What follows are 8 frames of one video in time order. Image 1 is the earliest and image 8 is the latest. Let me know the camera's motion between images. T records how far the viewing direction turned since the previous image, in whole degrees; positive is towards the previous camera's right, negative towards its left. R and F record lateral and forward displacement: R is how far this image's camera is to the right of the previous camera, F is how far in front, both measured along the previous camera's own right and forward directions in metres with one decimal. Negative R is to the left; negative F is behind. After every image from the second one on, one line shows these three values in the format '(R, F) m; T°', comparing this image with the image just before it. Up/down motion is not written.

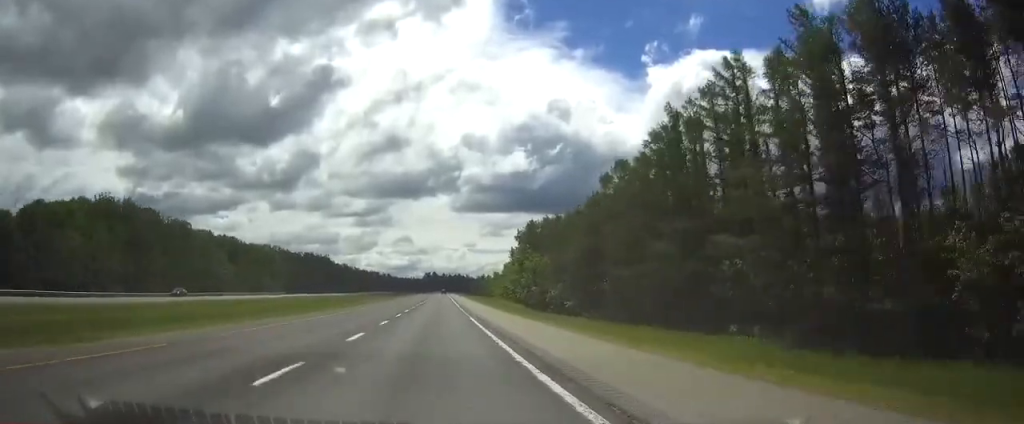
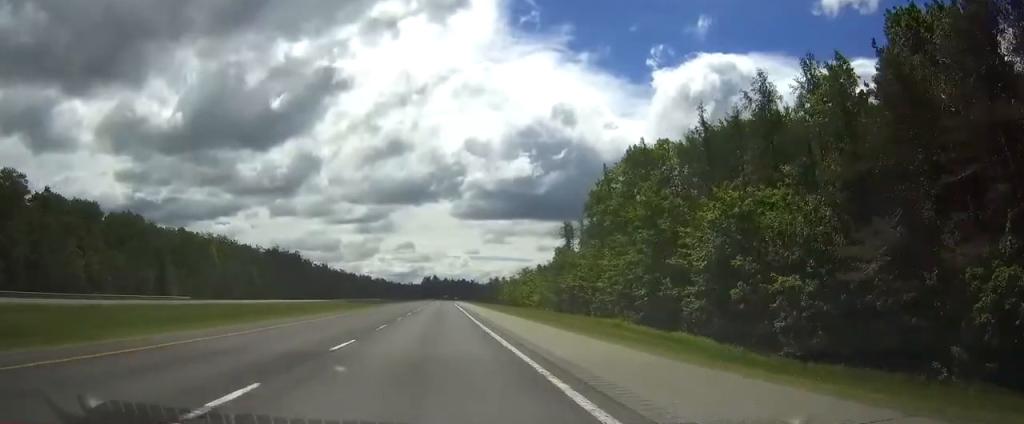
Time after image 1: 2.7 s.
(+0.1, +83.2) m; 0°
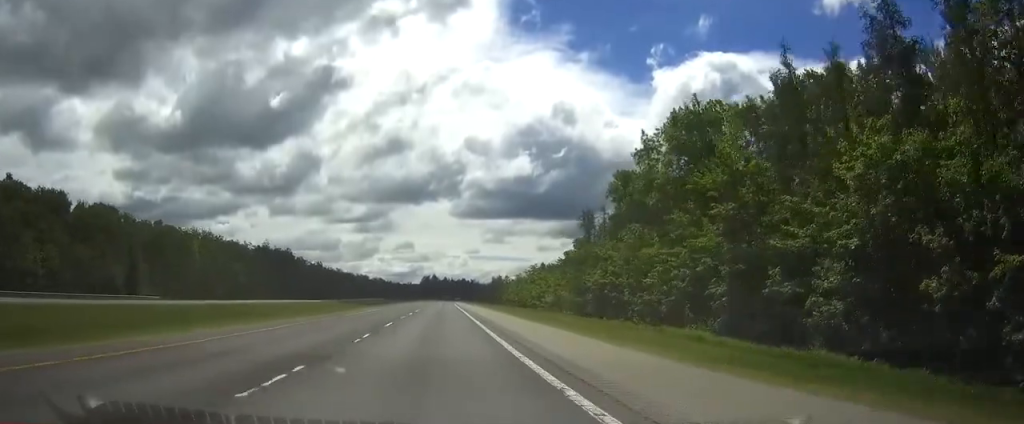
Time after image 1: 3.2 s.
(0.0, +15.2) m; 0°
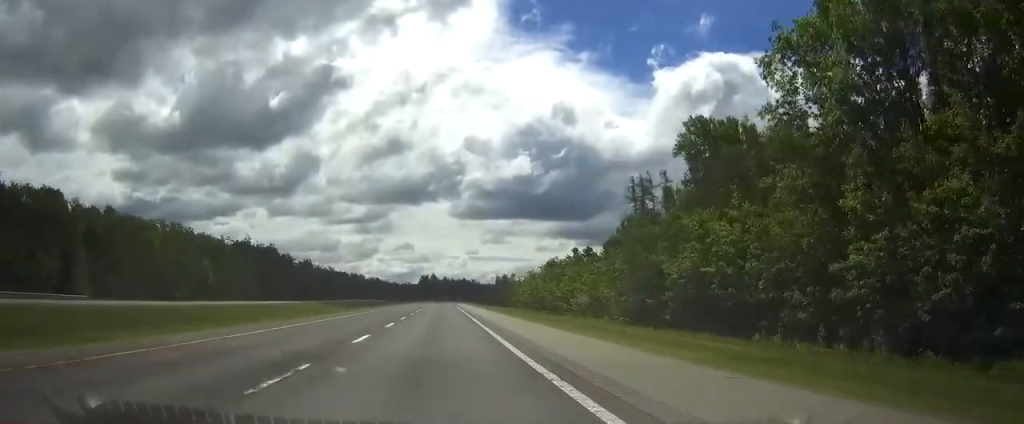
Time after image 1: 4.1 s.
(+0.1, +26.4) m; 0°
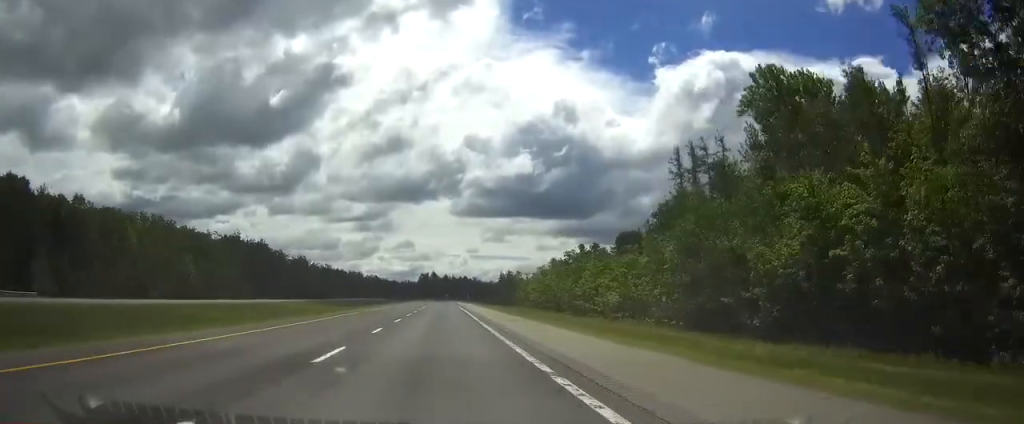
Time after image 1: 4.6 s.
(0.0, +14.3) m; 0°
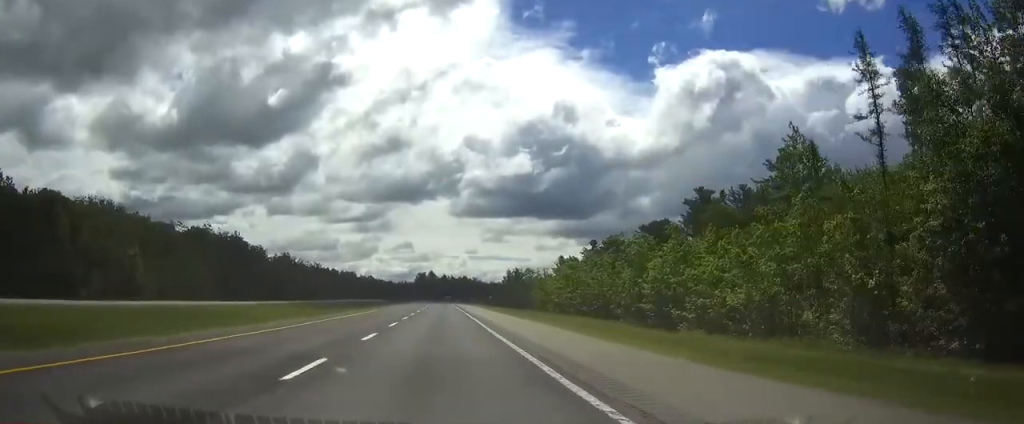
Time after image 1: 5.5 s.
(0.0, +29.5) m; 0°
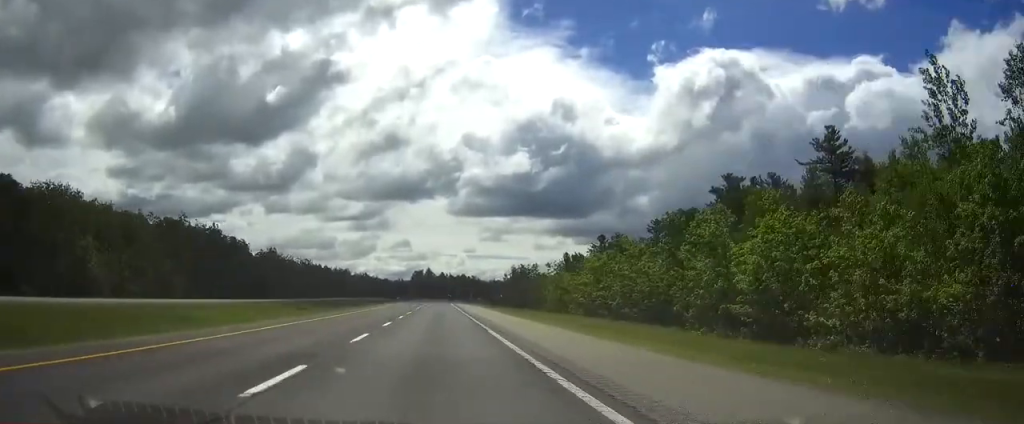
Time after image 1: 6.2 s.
(0.0, +19.4) m; 0°
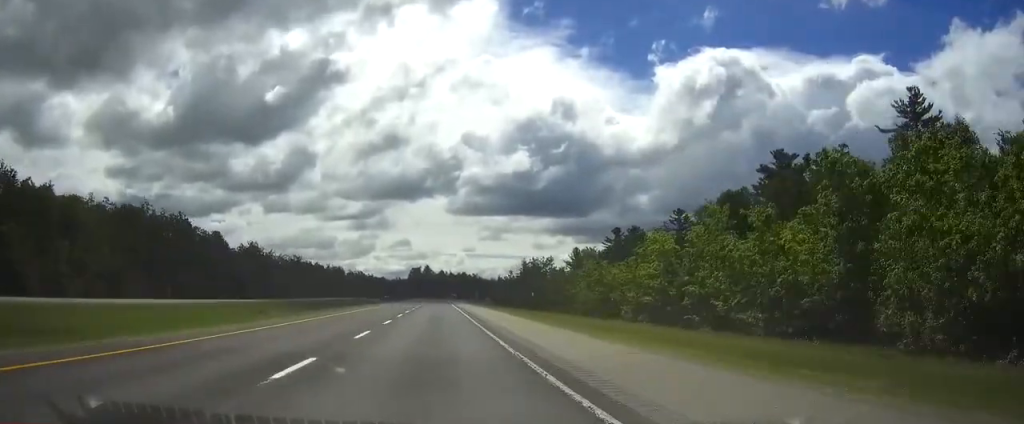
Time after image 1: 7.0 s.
(0.0, +25.5) m; 0°
